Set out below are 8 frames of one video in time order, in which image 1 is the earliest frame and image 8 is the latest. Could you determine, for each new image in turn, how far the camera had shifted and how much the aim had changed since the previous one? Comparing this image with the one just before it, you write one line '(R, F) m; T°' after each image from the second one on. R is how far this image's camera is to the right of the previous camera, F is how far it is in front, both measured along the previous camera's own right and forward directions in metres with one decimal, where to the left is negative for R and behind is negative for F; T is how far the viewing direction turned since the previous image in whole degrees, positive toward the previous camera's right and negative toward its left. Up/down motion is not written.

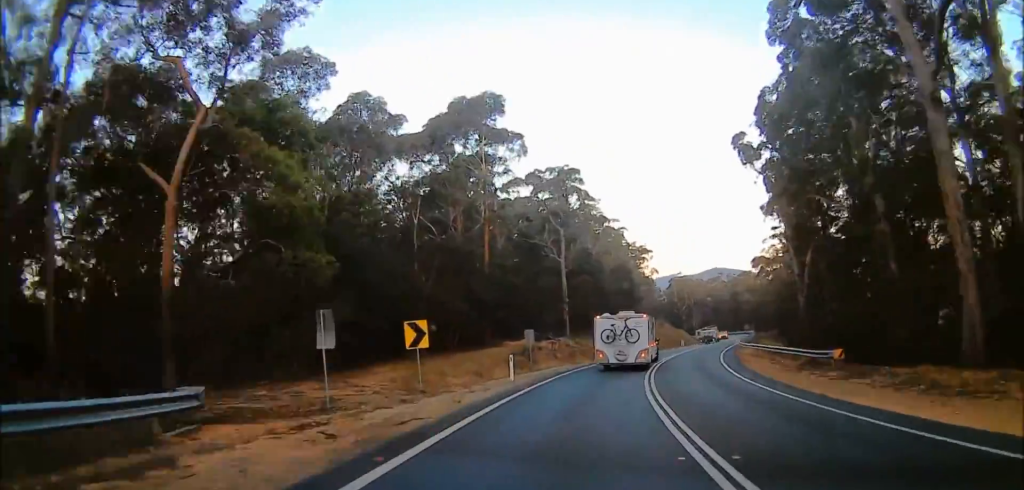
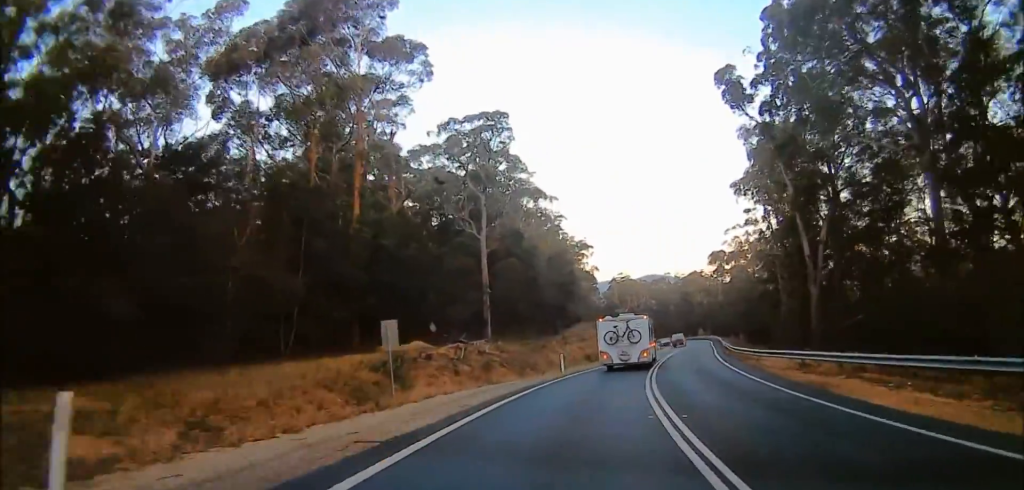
(+0.9, +19.4) m; +7°
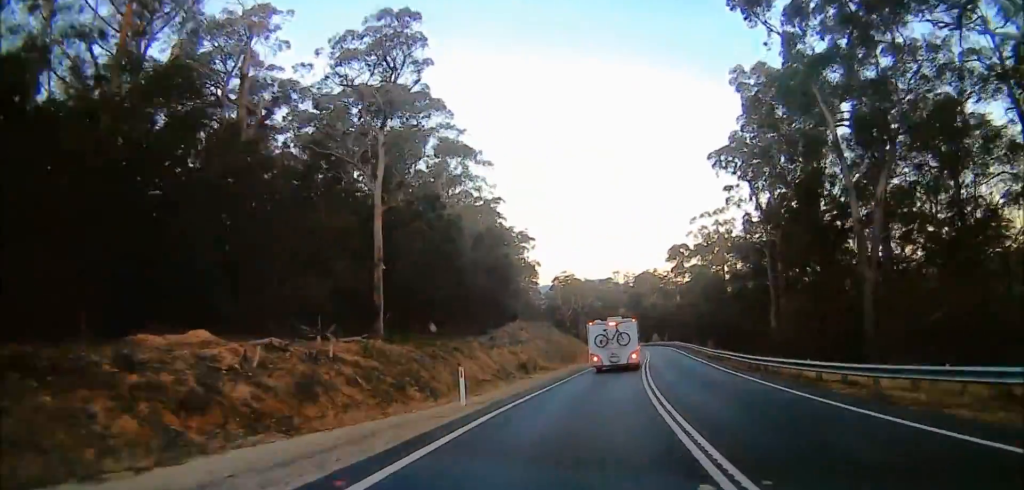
(+1.5, +17.5) m; +5°
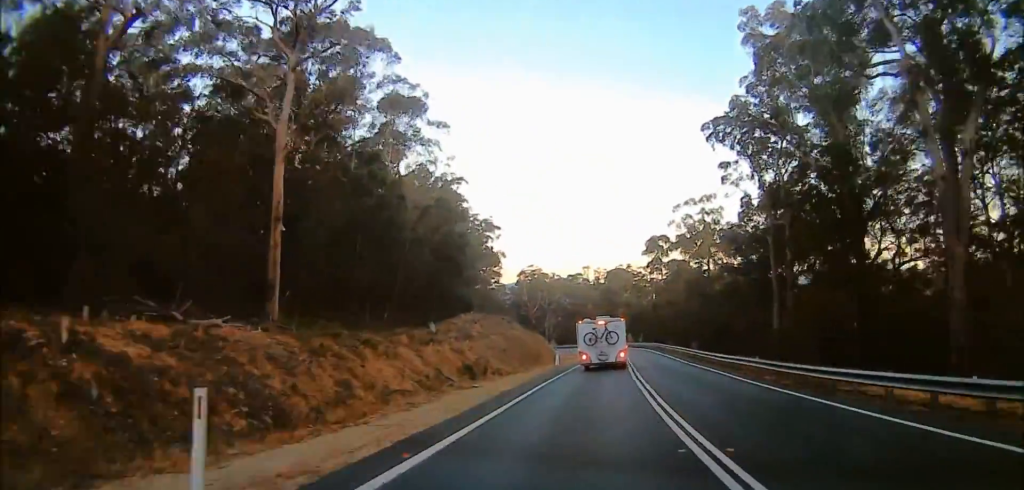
(0.0, +10.8) m; 0°
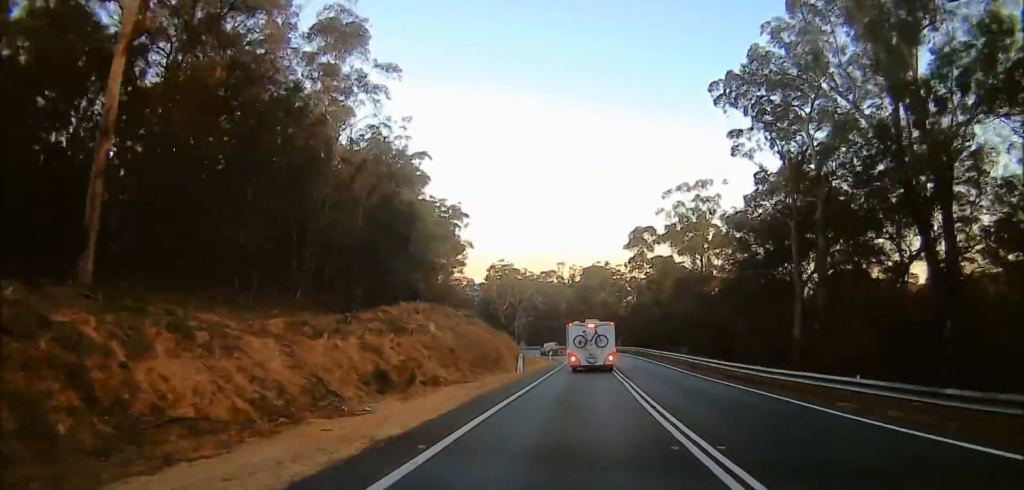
(0.0, +11.4) m; 0°
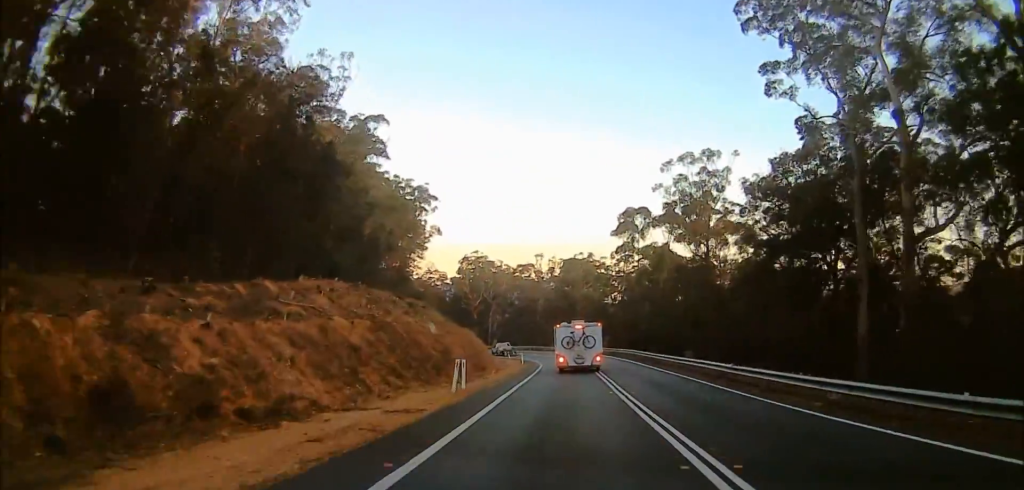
(0.0, +13.4) m; 0°
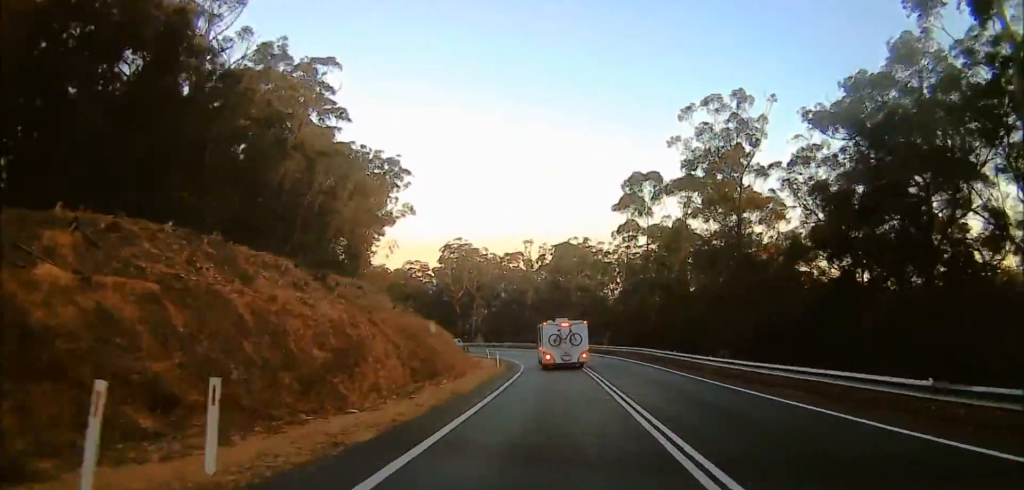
(0.0, +15.2) m; +4°
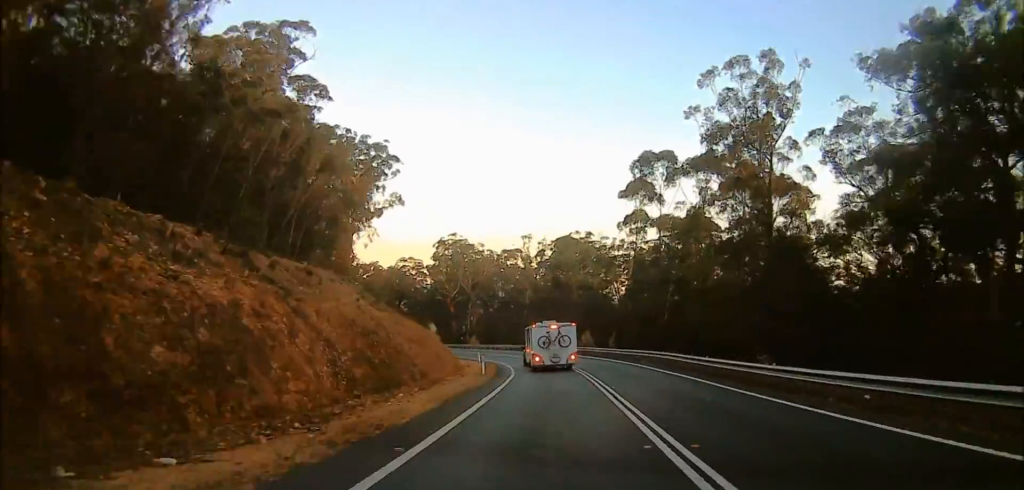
(0.0, +7.8) m; +1°
